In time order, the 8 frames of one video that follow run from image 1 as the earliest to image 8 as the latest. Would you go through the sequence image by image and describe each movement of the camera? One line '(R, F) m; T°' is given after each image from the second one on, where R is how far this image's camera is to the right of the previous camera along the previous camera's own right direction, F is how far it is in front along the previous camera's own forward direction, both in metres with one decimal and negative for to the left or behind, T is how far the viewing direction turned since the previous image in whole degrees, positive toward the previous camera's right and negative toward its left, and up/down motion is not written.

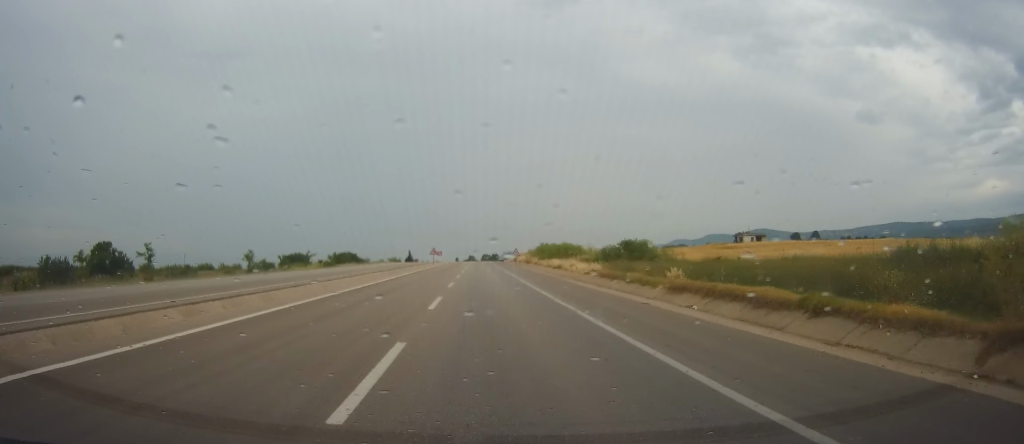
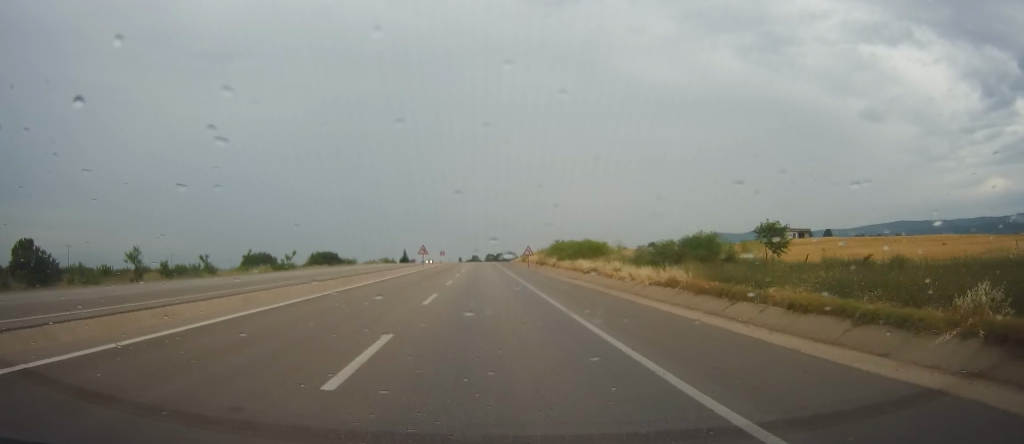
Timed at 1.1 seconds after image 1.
(-0.2, +21.4) m; 0°
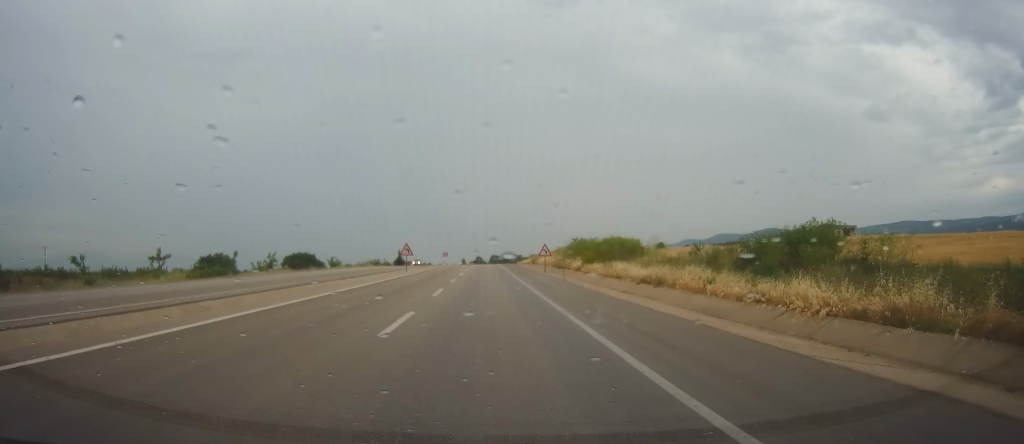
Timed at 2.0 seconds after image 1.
(+0.3, +18.2) m; +1°
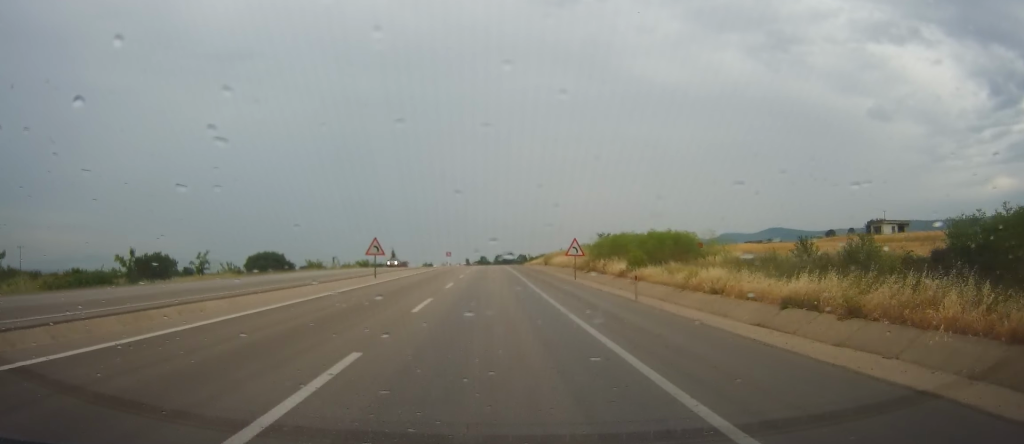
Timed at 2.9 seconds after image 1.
(0.0, +17.9) m; 0°
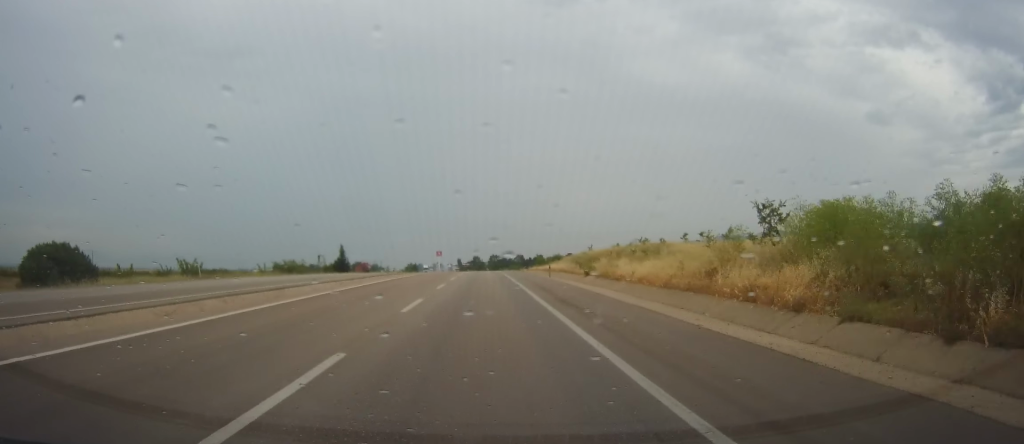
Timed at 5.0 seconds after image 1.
(+0.1, +45.5) m; 0°
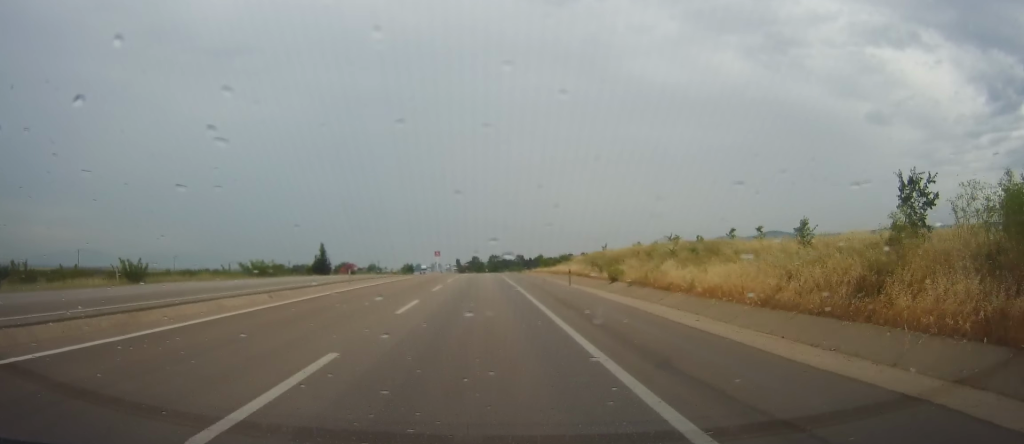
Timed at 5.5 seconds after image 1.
(-0.2, +11.5) m; 0°
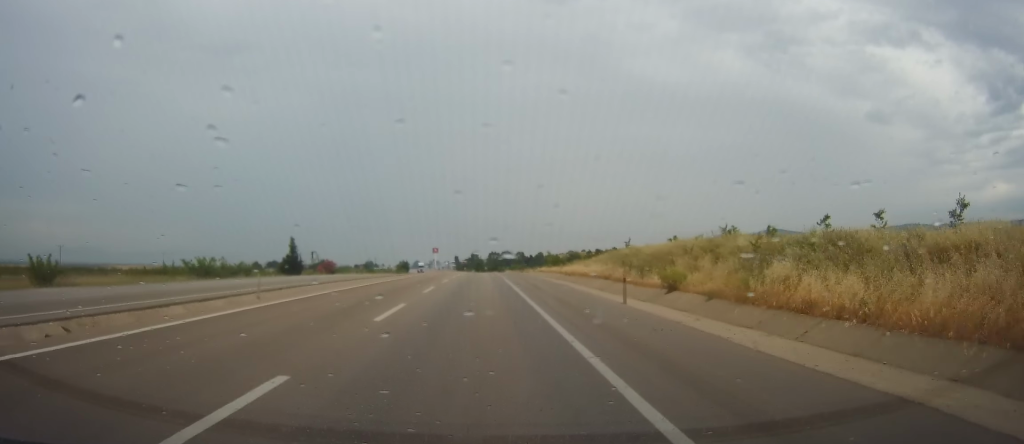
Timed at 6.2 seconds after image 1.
(+0.3, +13.3) m; 0°
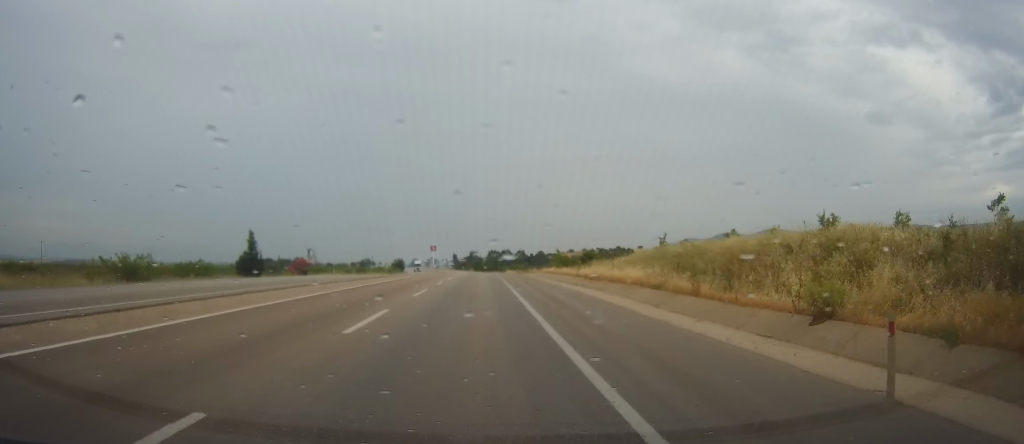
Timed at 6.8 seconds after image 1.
(-0.1, +13.7) m; -1°
